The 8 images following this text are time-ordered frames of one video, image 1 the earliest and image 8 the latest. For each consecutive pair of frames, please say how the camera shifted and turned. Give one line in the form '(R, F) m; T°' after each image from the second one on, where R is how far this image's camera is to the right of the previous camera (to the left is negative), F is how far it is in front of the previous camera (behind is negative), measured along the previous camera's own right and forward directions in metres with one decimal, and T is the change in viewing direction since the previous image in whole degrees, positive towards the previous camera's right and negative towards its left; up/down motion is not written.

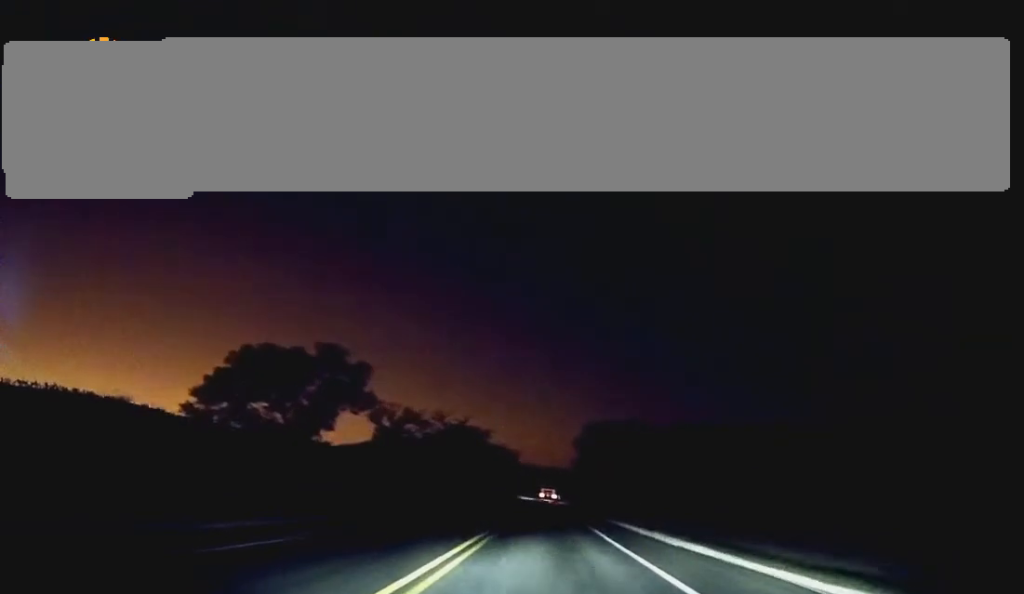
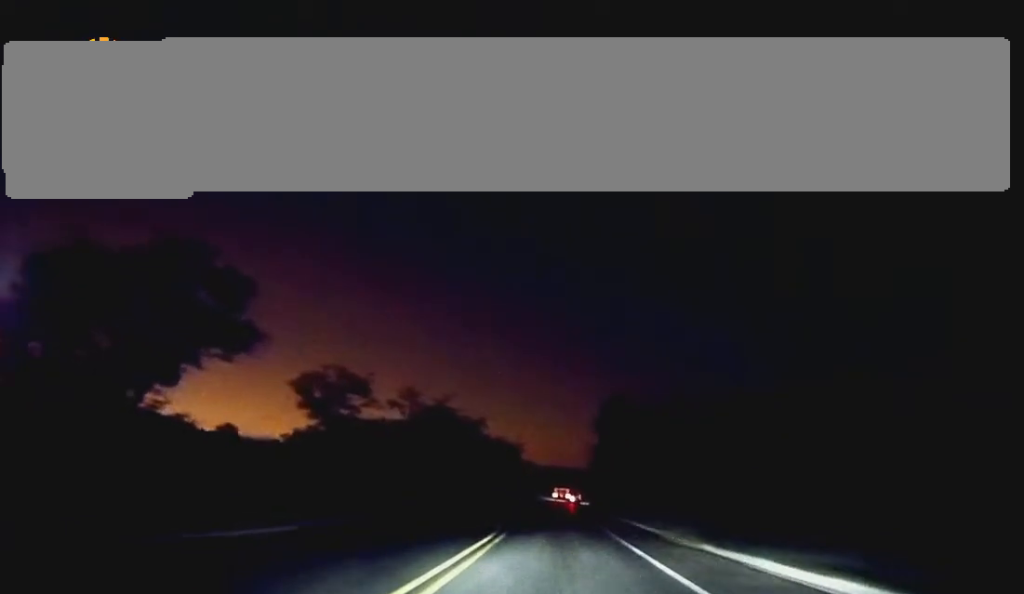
(-0.2, +27.2) m; -1°
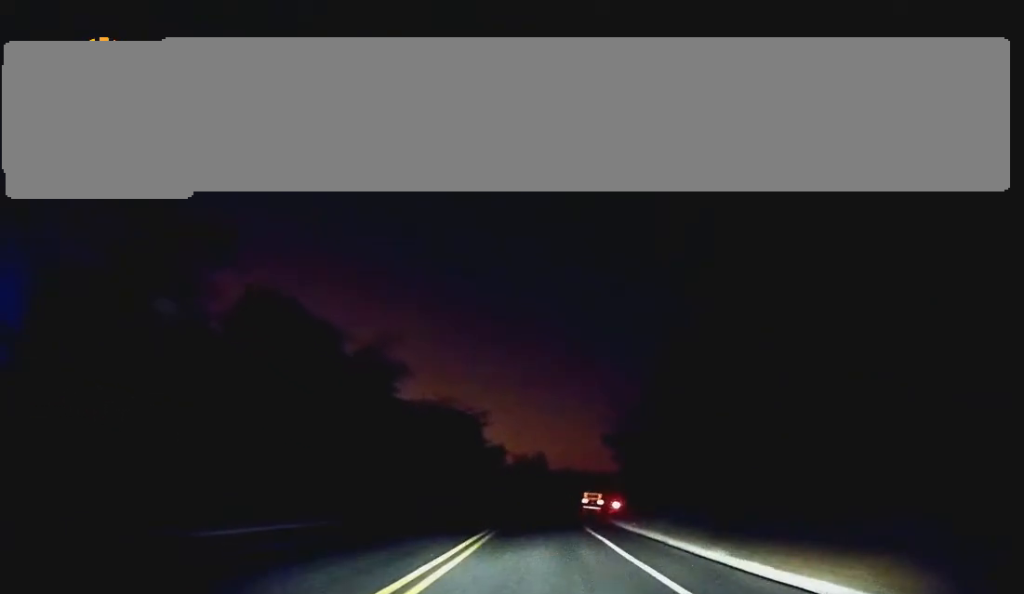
(+0.1, +61.3) m; +1°
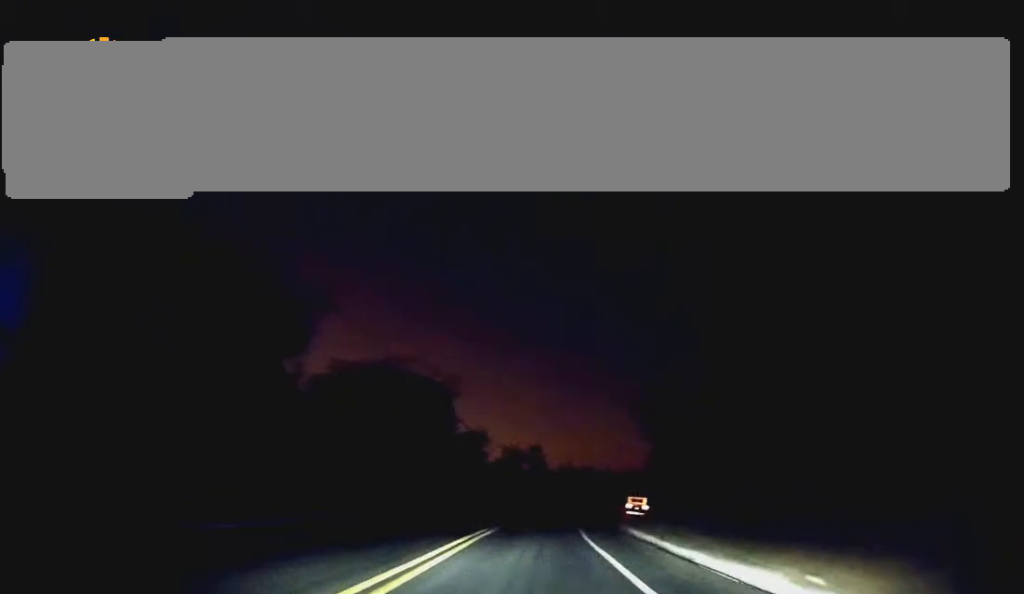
(+0.1, +25.2) m; +1°
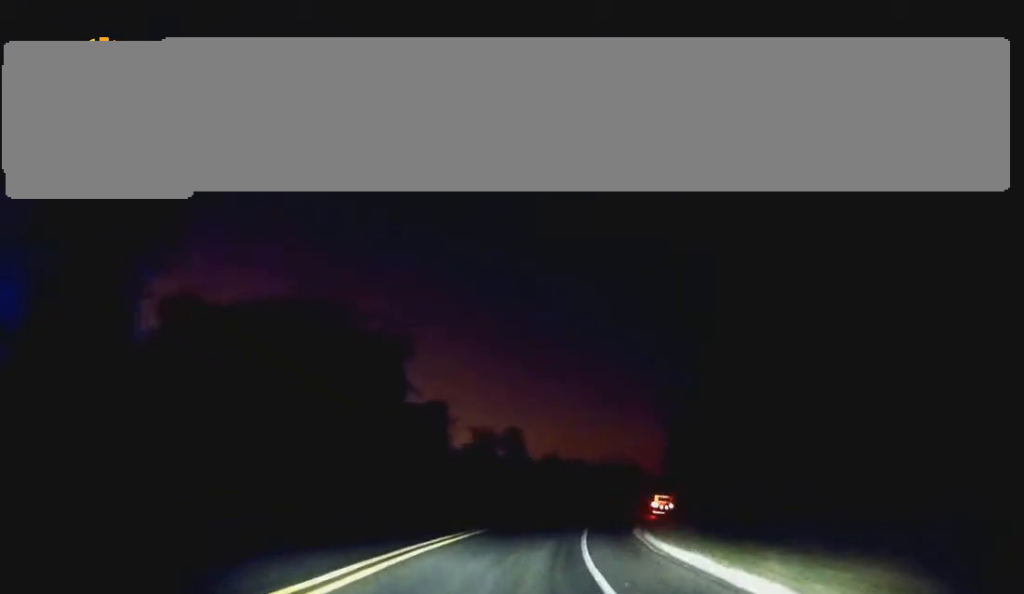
(+0.1, +17.2) m; +1°
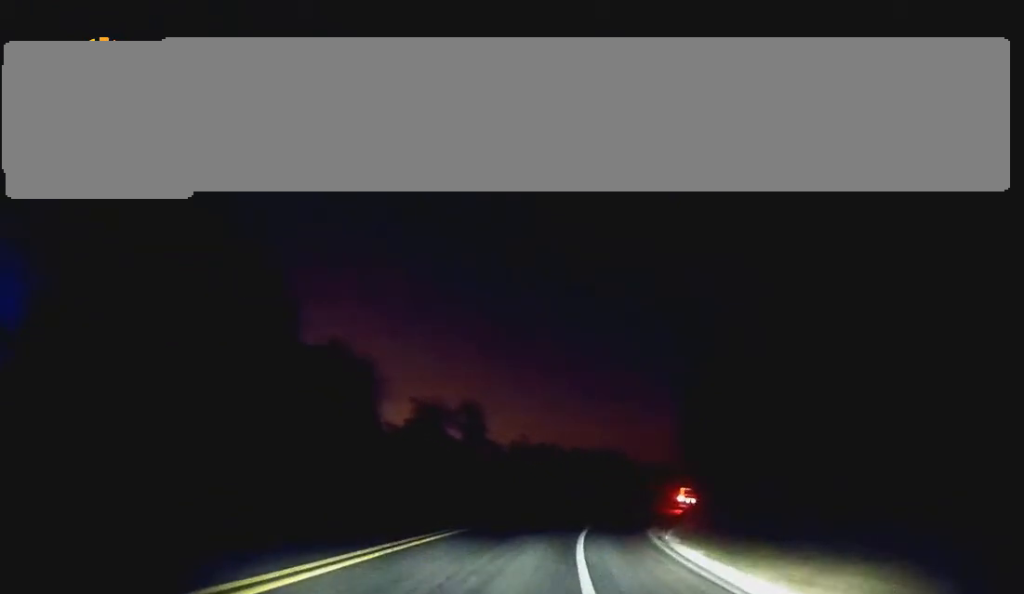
(+0.3, +17.0) m; +9°
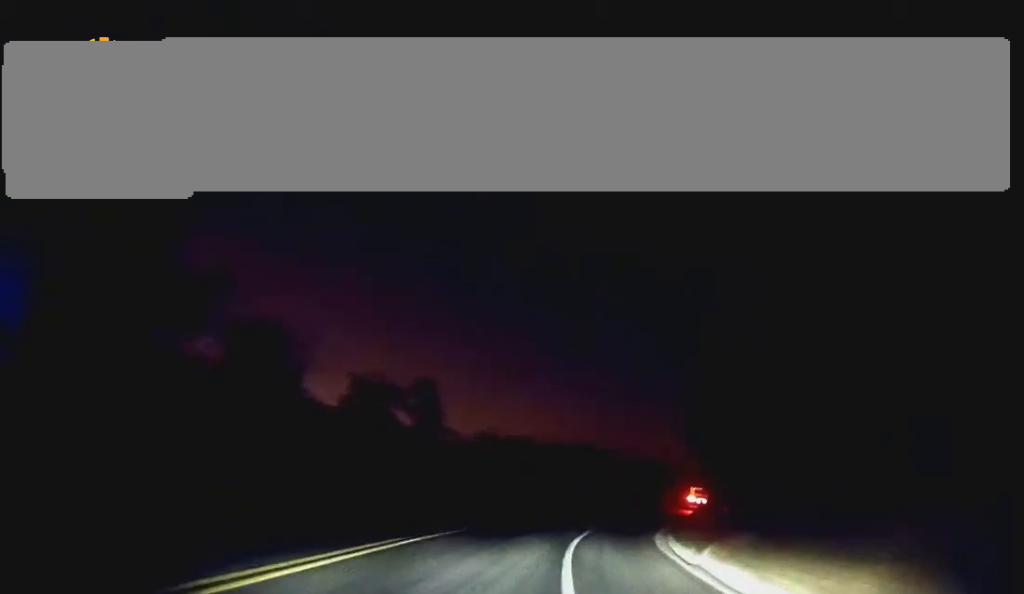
(-0.5, +10.6) m; +7°
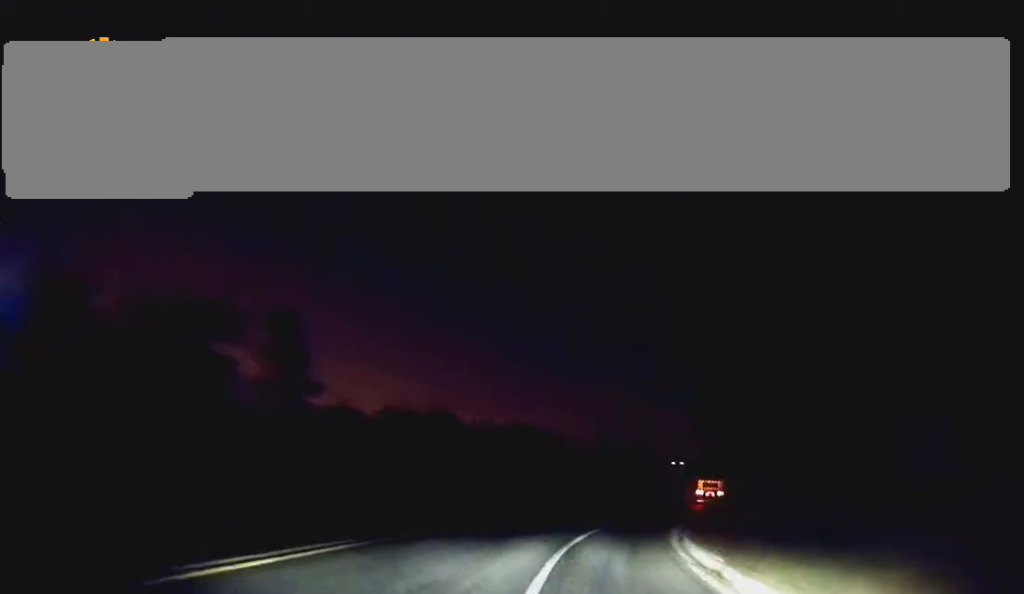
(+3.7, +17.5) m; +11°
